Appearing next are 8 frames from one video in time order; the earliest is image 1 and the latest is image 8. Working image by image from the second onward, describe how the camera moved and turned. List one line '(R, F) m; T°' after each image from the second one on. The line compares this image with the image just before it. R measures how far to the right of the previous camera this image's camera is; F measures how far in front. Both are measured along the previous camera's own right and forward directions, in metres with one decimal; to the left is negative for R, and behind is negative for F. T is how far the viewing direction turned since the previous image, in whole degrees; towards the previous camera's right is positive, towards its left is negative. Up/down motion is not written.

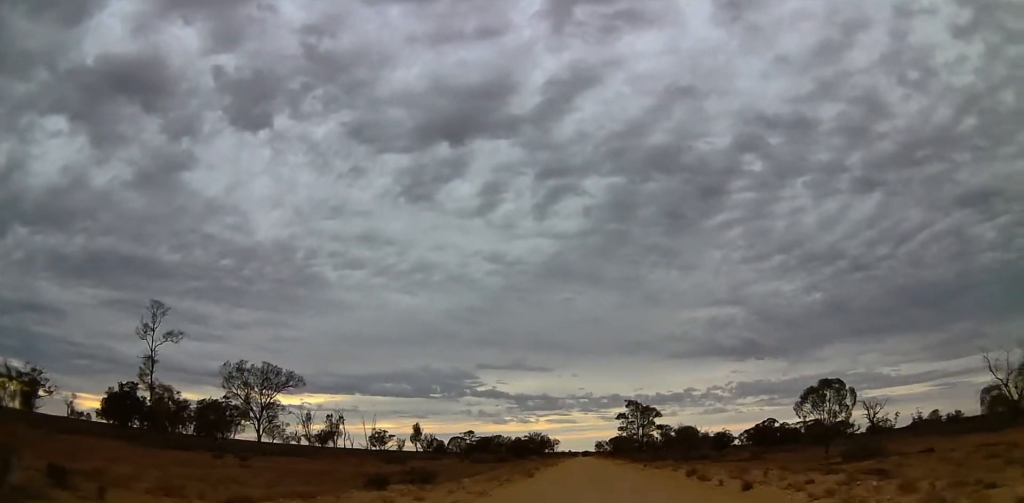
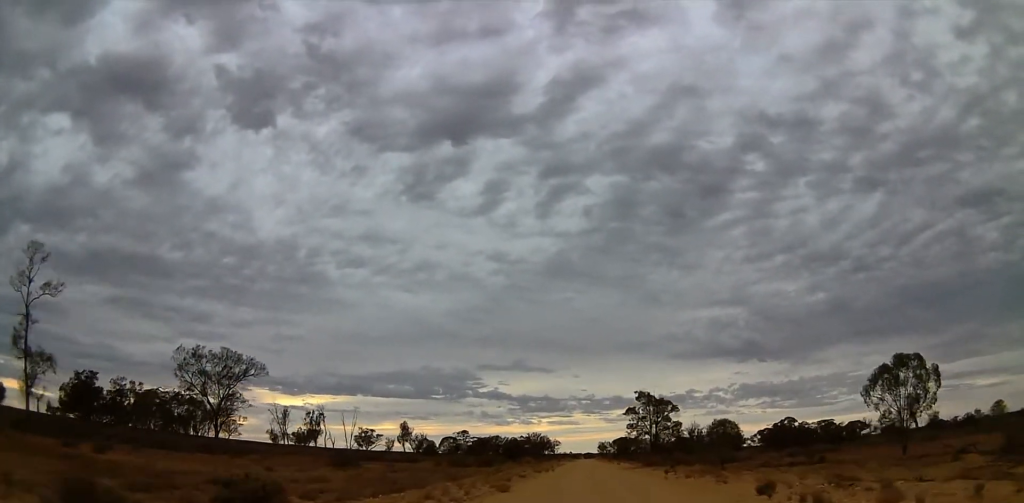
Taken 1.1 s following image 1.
(+0.3, +12.0) m; -1°
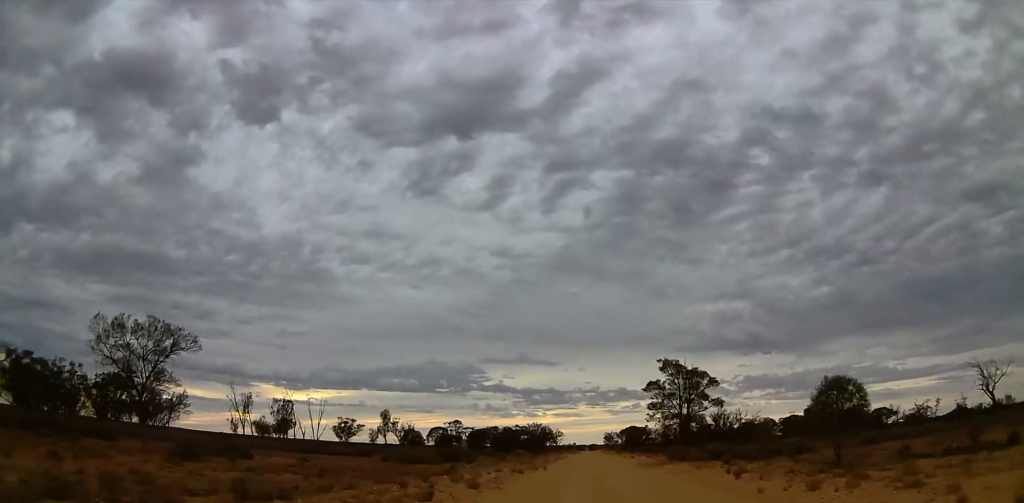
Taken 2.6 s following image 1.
(+0.3, +16.8) m; -1°
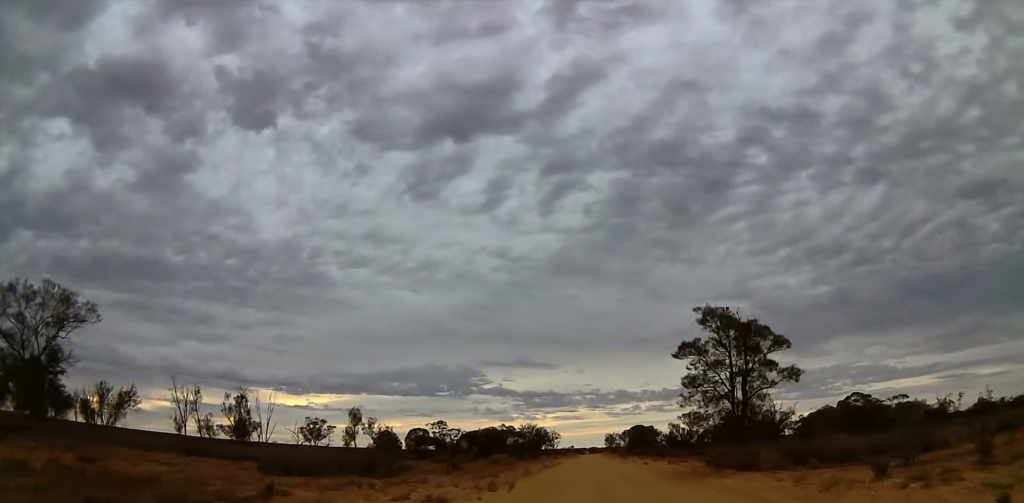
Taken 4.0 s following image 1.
(-0.5, +16.2) m; +1°
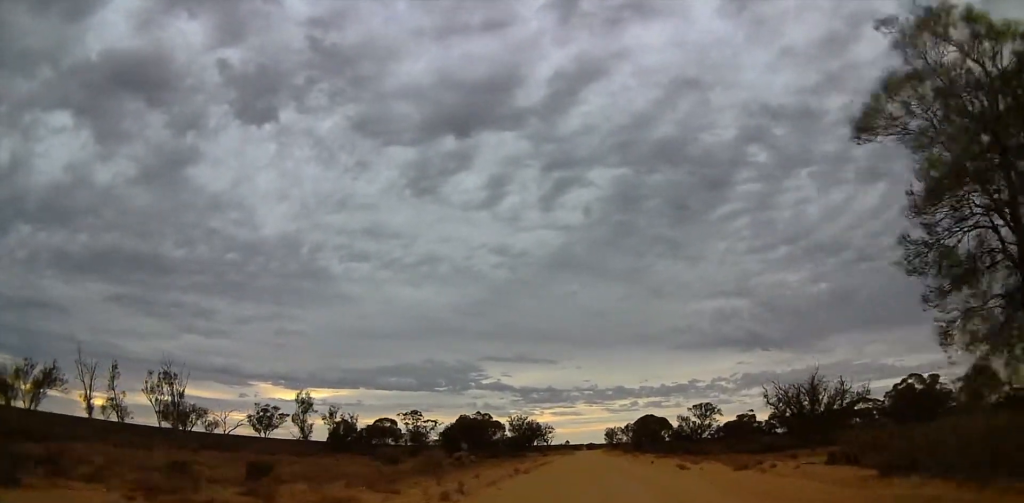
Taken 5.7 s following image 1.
(-0.7, +19.5) m; -1°
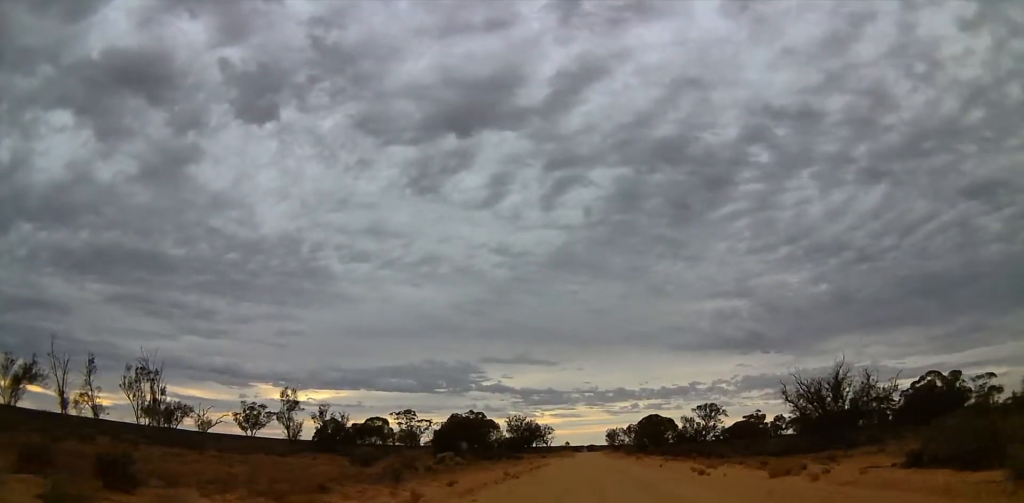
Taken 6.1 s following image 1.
(+0.6, +4.8) m; 0°
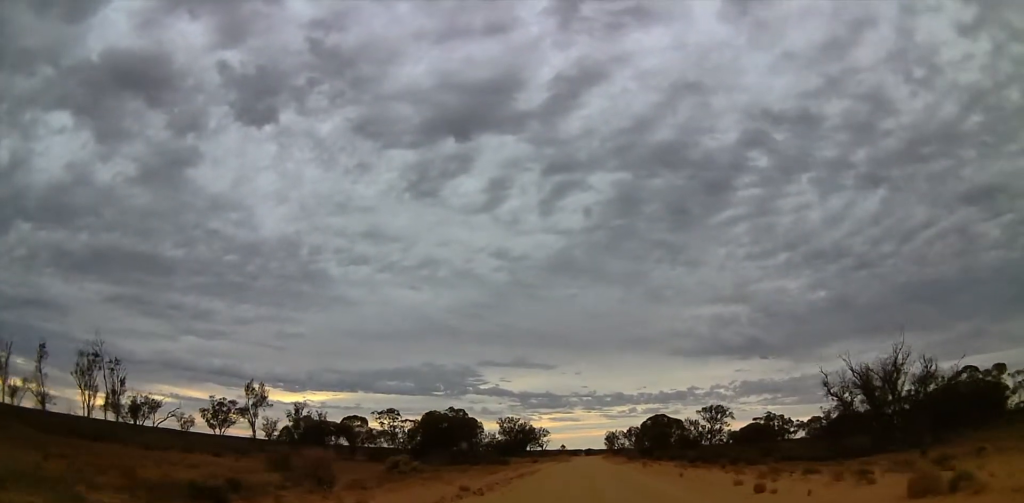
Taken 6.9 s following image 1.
(+0.5, +8.8) m; 0°
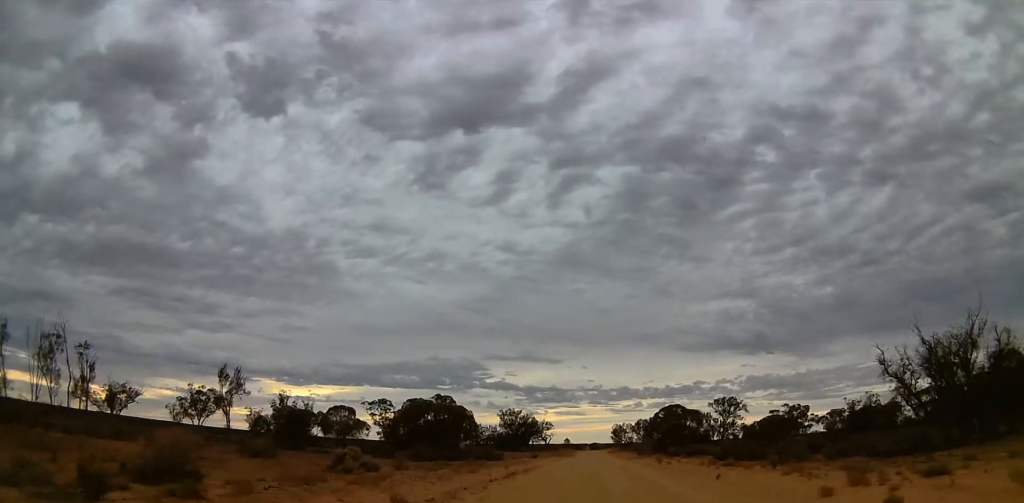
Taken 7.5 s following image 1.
(-0.7, +7.1) m; 0°
